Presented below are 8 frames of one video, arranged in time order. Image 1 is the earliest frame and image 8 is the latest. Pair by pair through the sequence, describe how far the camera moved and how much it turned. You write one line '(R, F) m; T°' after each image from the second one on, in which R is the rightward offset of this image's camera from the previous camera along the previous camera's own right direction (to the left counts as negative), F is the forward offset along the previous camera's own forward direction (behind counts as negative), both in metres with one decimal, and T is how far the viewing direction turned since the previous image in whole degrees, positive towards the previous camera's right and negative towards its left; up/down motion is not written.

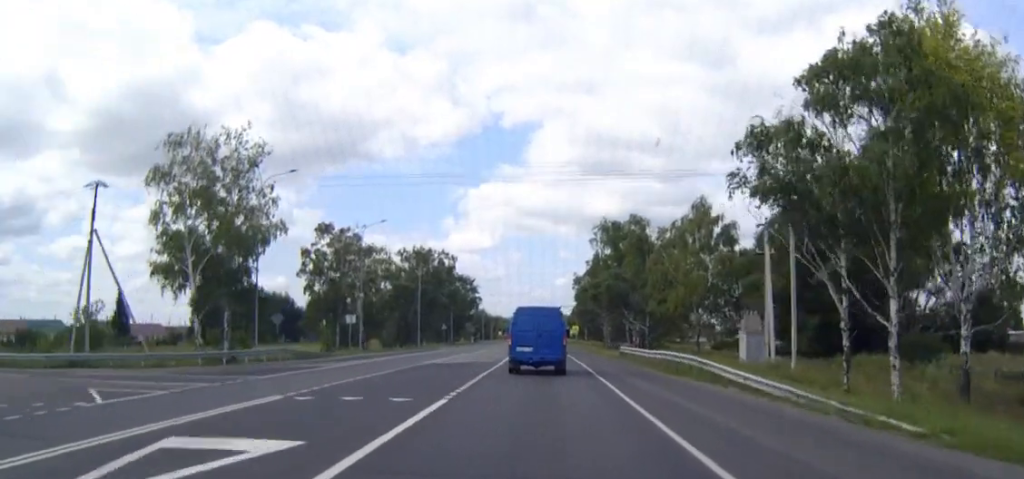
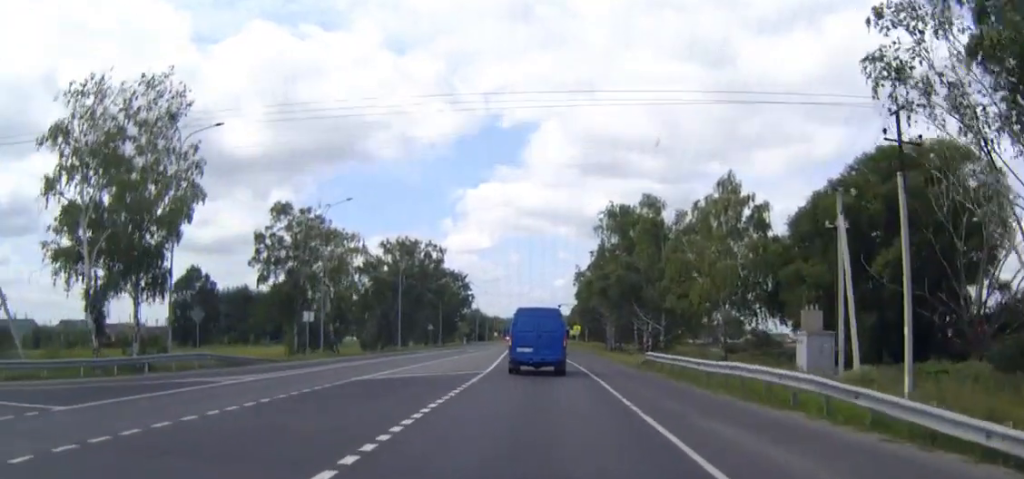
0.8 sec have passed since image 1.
(0.0, +13.0) m; 0°
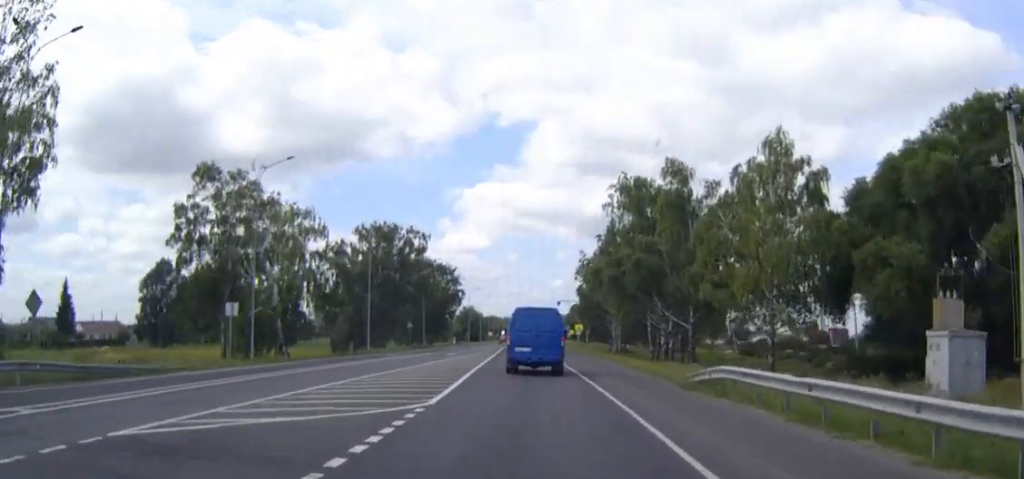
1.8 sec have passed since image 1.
(0.0, +15.4) m; 0°
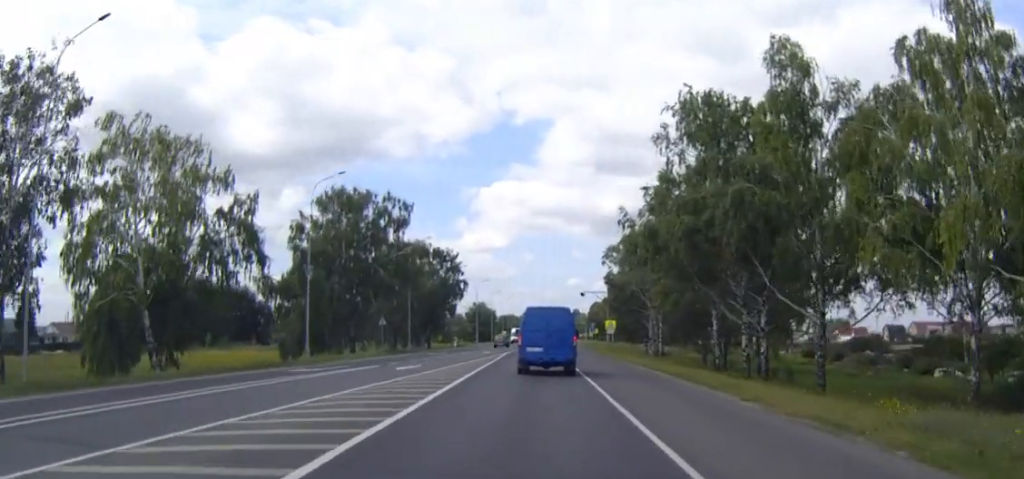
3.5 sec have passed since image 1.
(-0.1, +25.3) m; -1°
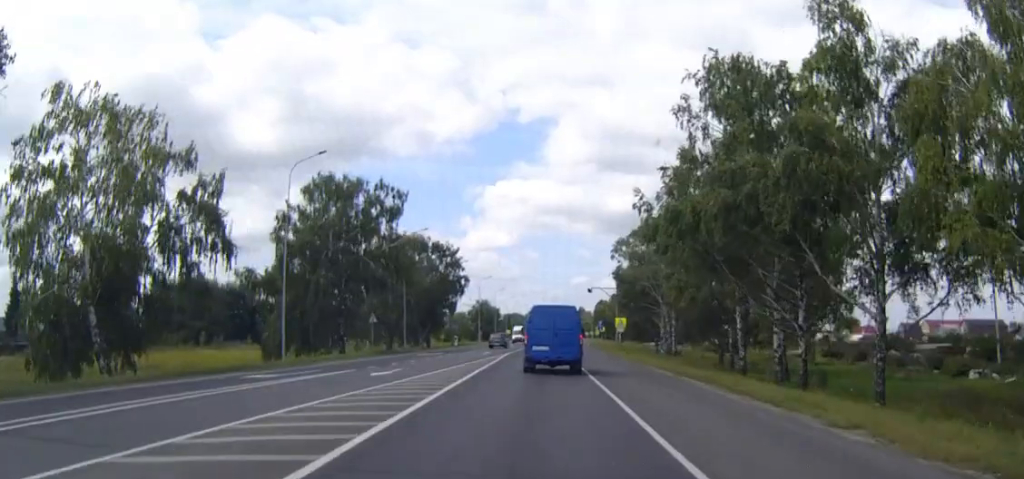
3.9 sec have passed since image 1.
(0.0, +6.0) m; 0°
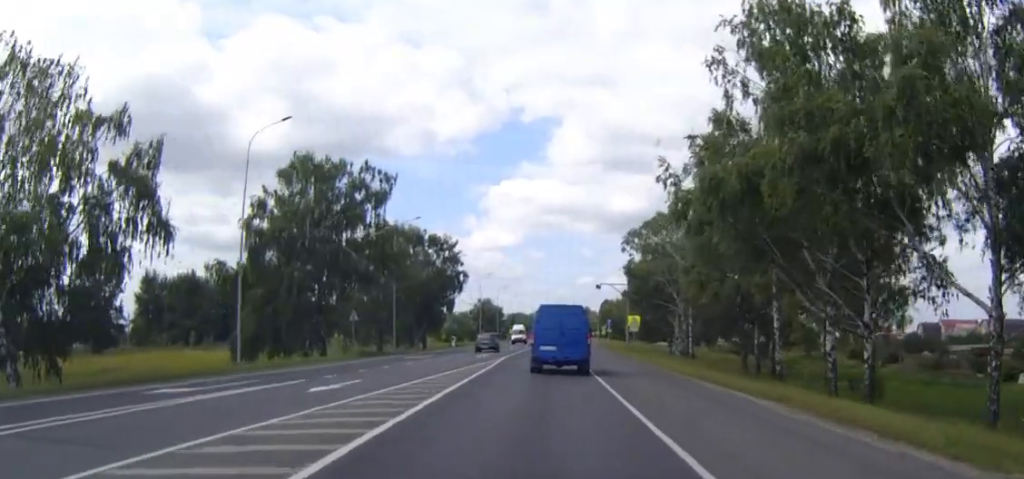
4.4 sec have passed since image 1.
(0.0, +7.9) m; 0°
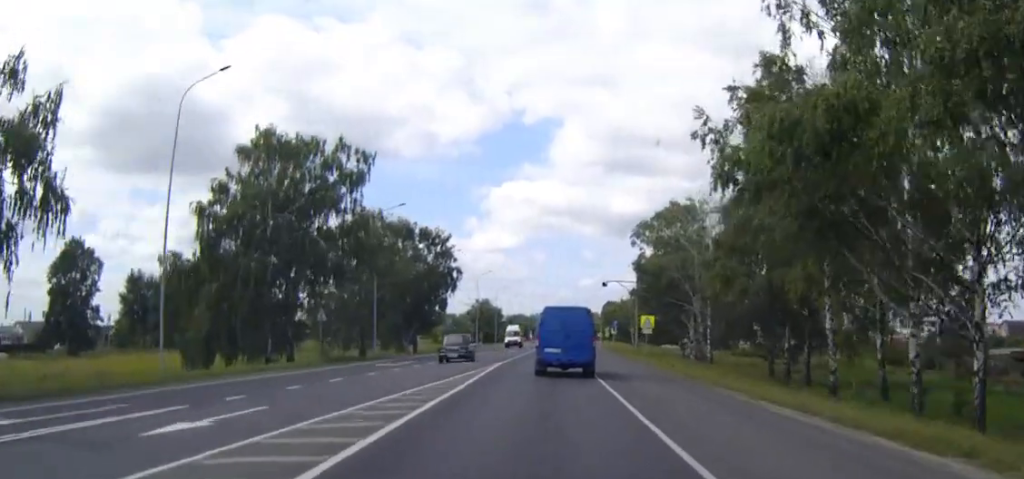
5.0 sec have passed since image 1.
(0.0, +8.8) m; 0°
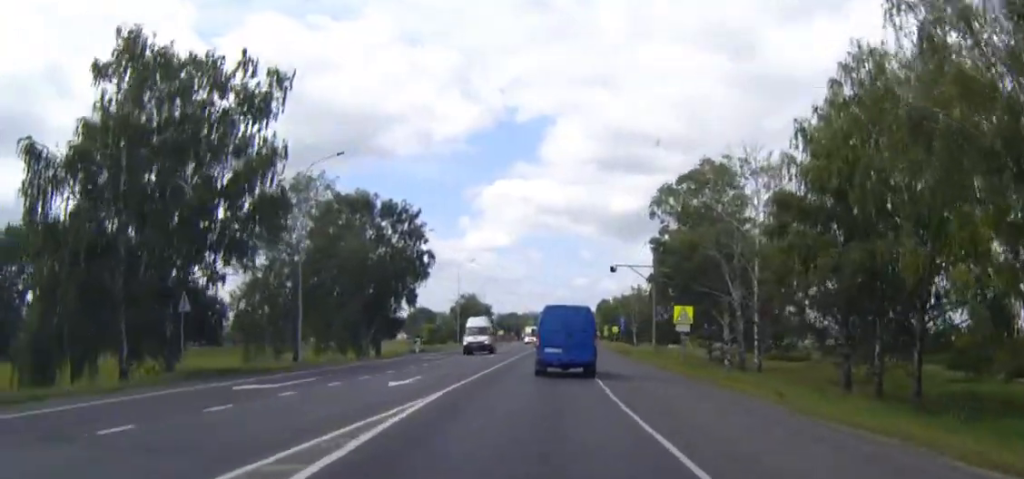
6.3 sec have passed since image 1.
(0.0, +18.9) m; 0°
